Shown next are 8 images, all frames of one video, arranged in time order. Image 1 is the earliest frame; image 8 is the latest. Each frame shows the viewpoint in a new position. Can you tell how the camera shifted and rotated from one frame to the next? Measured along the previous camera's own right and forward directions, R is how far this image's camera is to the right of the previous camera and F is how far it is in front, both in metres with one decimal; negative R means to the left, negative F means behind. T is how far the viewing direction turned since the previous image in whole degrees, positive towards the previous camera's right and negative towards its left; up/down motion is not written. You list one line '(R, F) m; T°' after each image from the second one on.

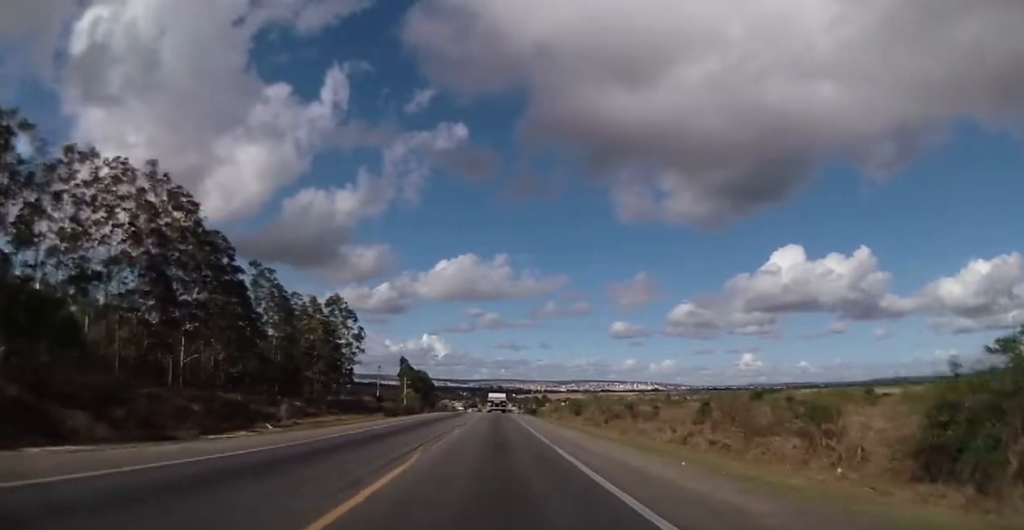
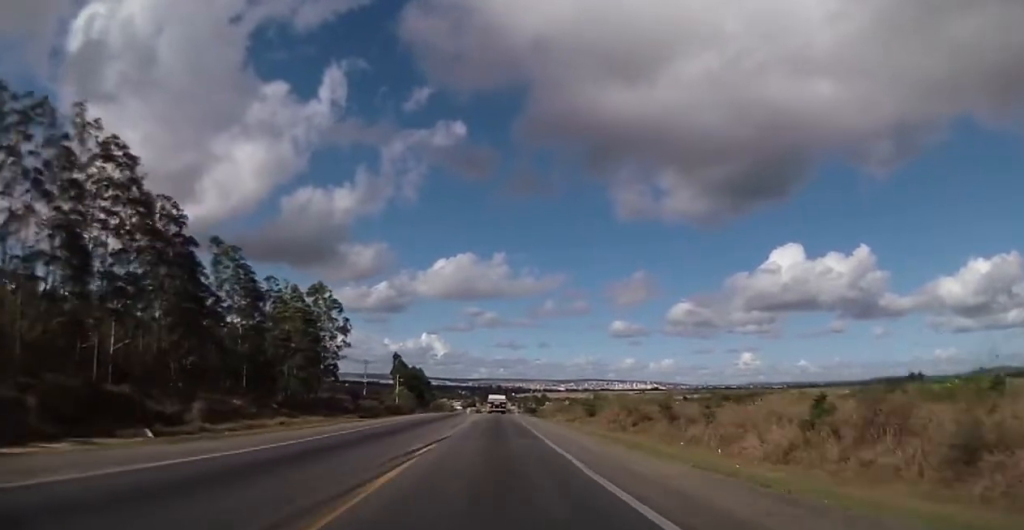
(-0.1, +15.1) m; 0°
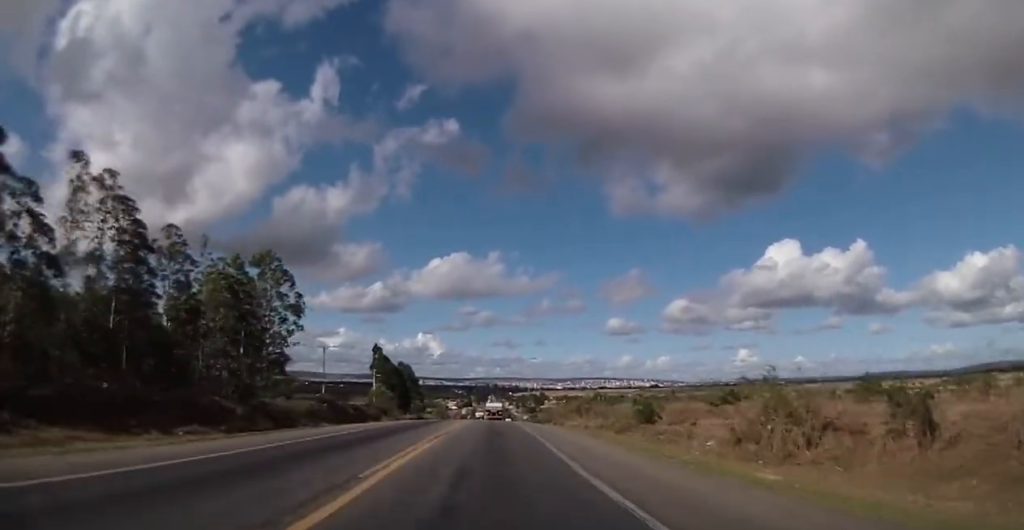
(-0.1, +34.6) m; +1°
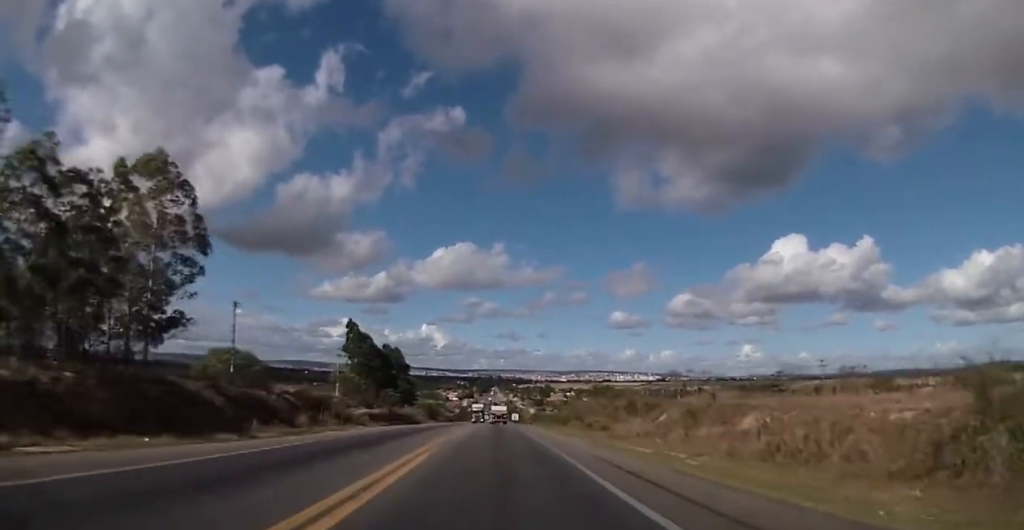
(-0.1, +45.7) m; -1°
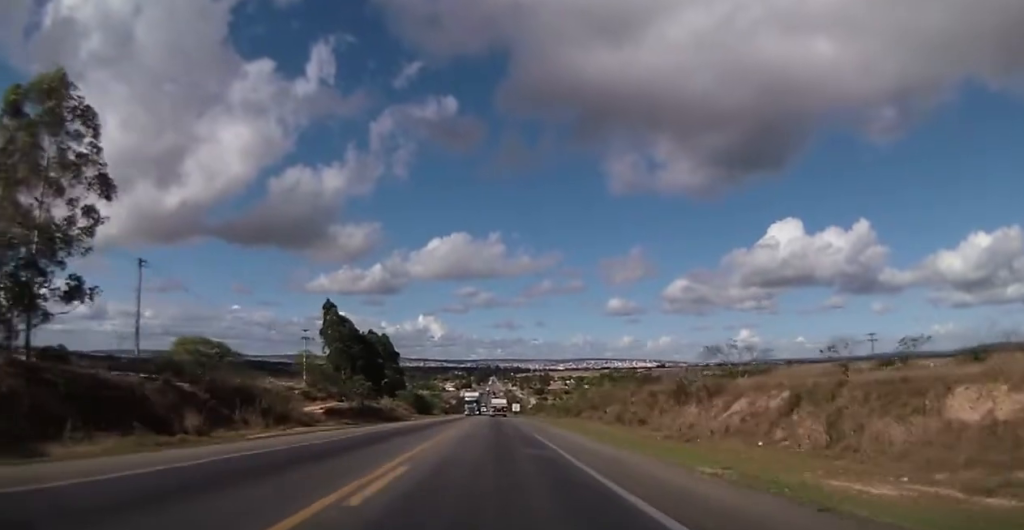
(0.0, +22.2) m; 0°
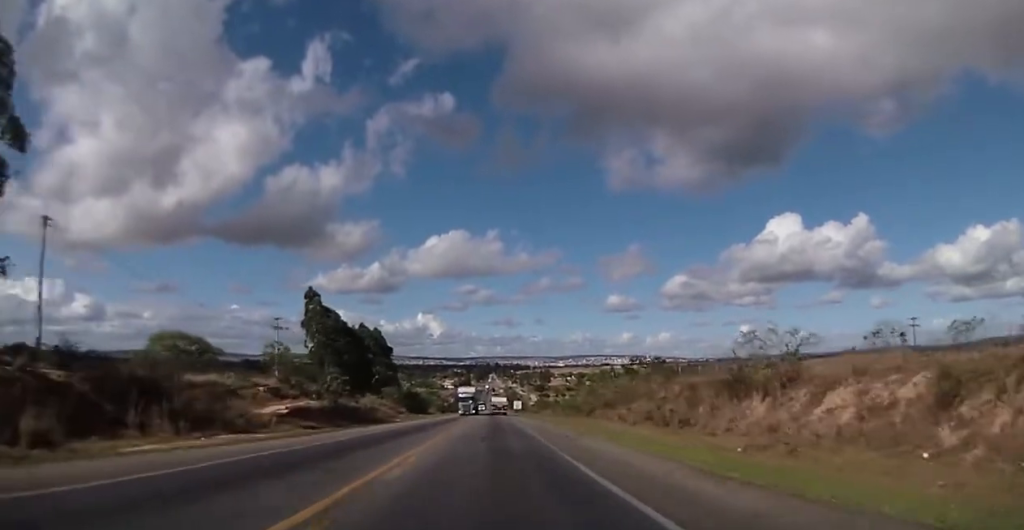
(0.0, +14.6) m; 0°
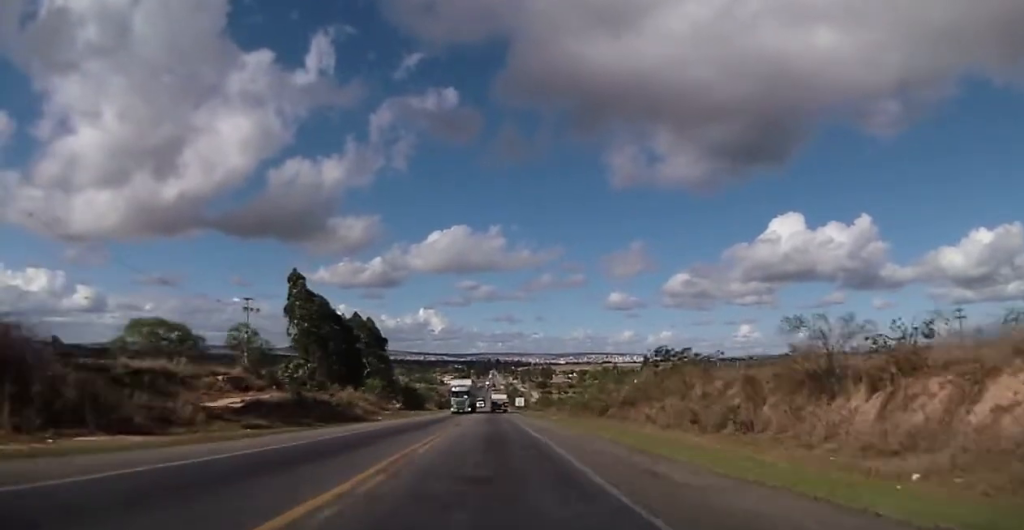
(0.0, +13.1) m; 0°
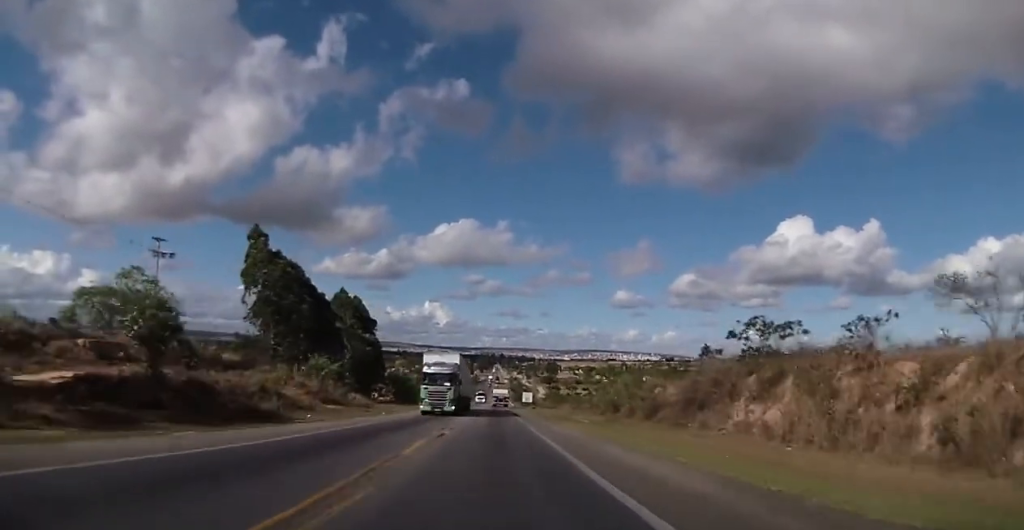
(+0.2, +27.4) m; -1°
